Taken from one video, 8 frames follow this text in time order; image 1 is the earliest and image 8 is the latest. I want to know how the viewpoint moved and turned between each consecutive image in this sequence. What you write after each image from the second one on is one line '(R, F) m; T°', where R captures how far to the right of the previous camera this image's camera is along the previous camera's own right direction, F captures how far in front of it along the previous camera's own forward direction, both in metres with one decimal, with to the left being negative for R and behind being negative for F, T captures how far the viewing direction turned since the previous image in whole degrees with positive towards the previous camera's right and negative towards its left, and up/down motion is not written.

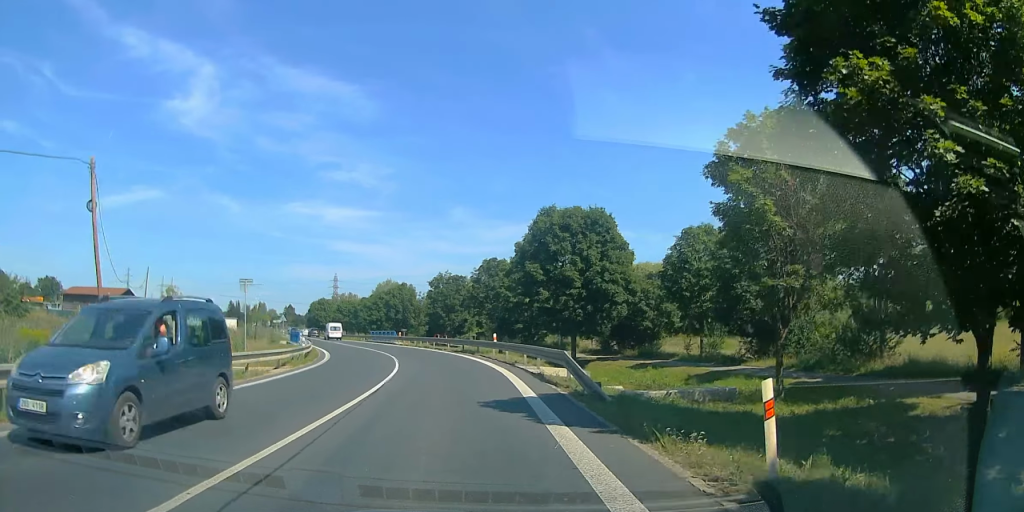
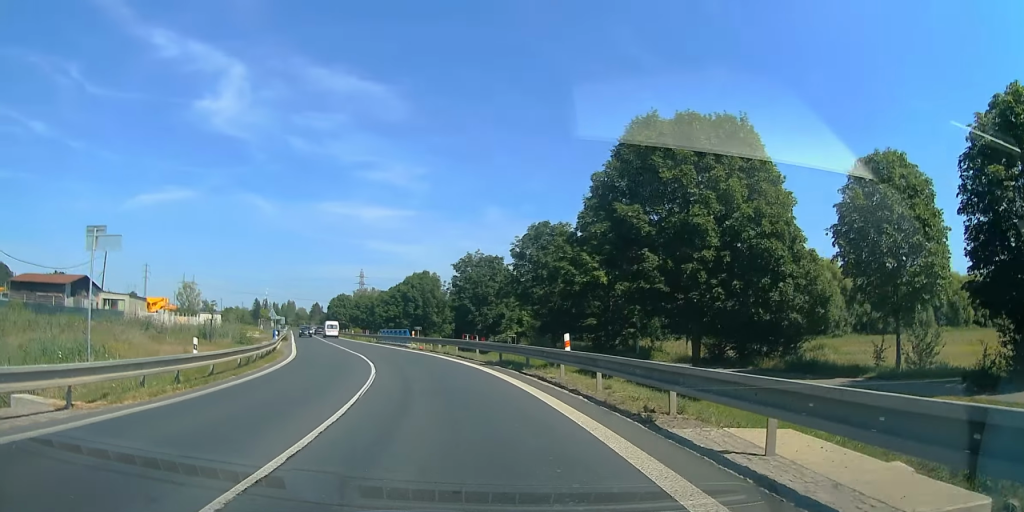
(-0.1, +14.8) m; -7°
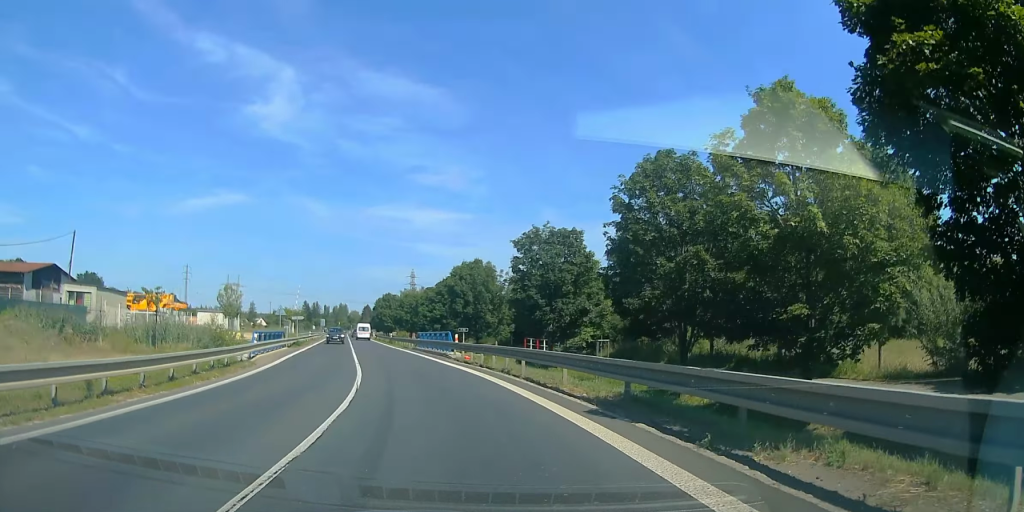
(-1.5, +12.7) m; -6°
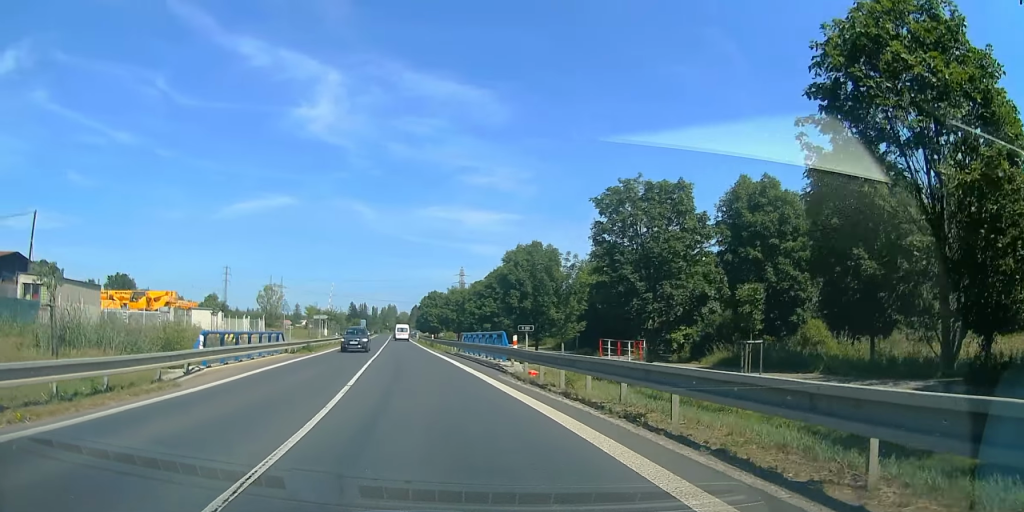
(+0.1, +10.5) m; -4°
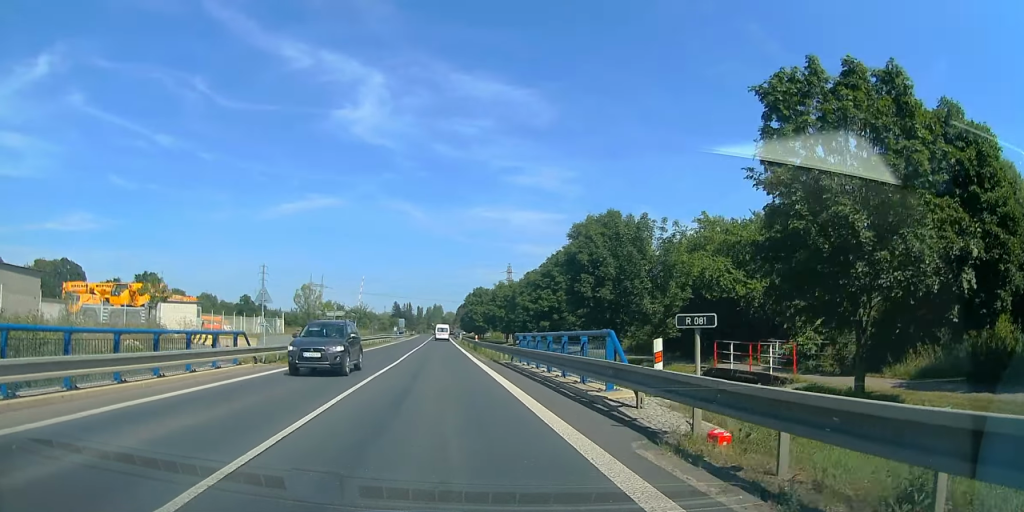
(-0.7, +11.0) m; -2°
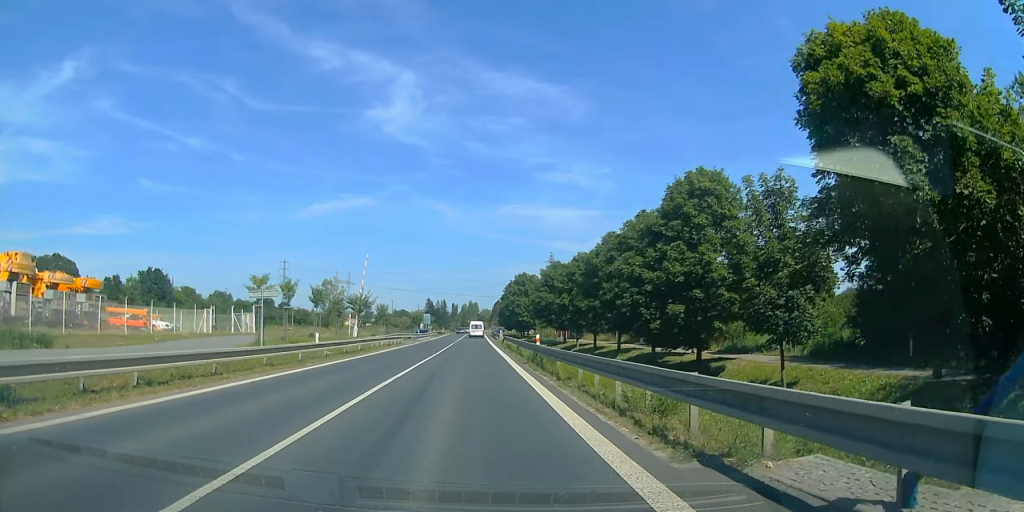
(+0.2, +21.6) m; -1°
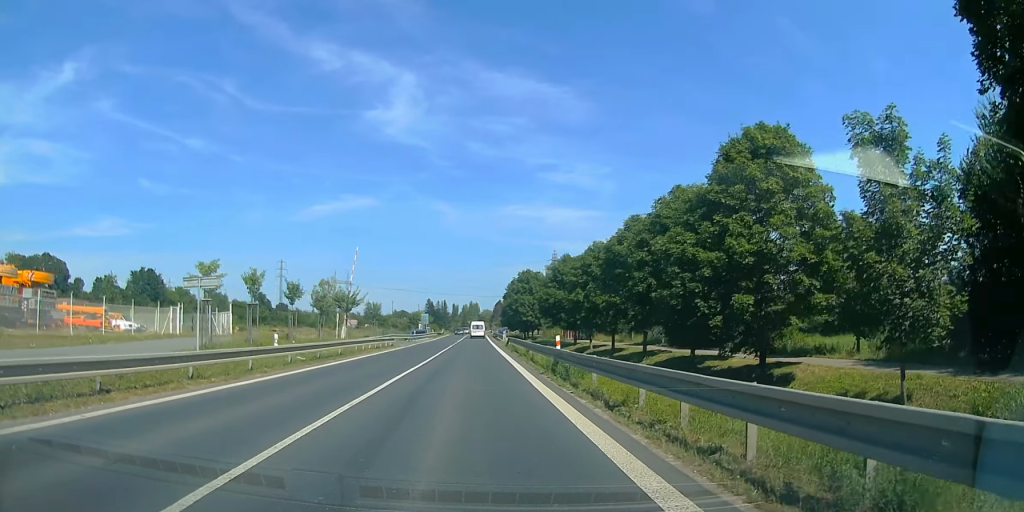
(-0.4, +5.6) m; 0°
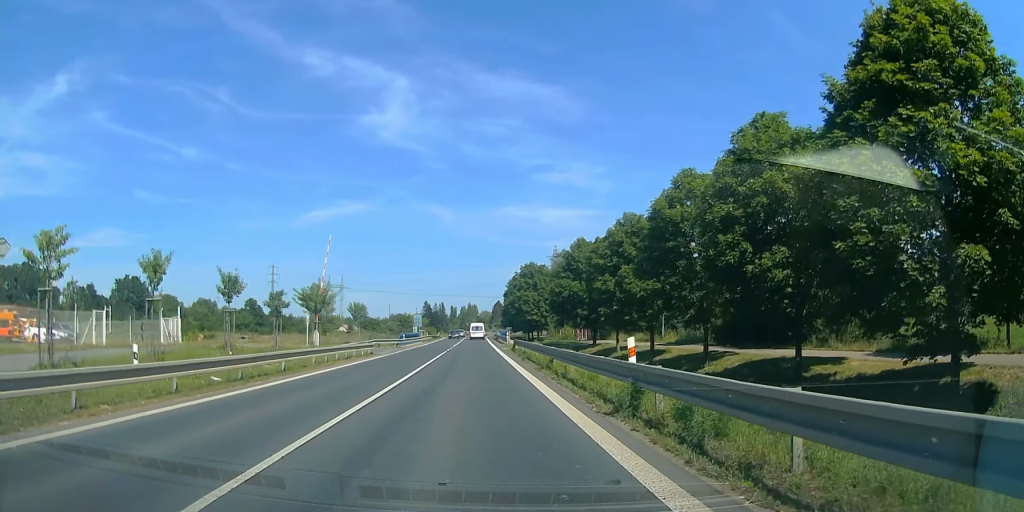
(-0.3, +9.0) m; 0°
